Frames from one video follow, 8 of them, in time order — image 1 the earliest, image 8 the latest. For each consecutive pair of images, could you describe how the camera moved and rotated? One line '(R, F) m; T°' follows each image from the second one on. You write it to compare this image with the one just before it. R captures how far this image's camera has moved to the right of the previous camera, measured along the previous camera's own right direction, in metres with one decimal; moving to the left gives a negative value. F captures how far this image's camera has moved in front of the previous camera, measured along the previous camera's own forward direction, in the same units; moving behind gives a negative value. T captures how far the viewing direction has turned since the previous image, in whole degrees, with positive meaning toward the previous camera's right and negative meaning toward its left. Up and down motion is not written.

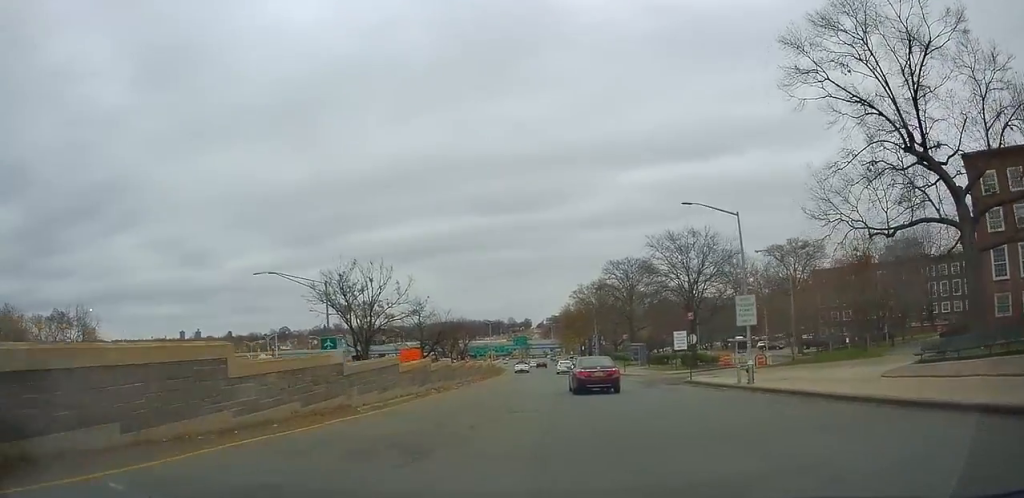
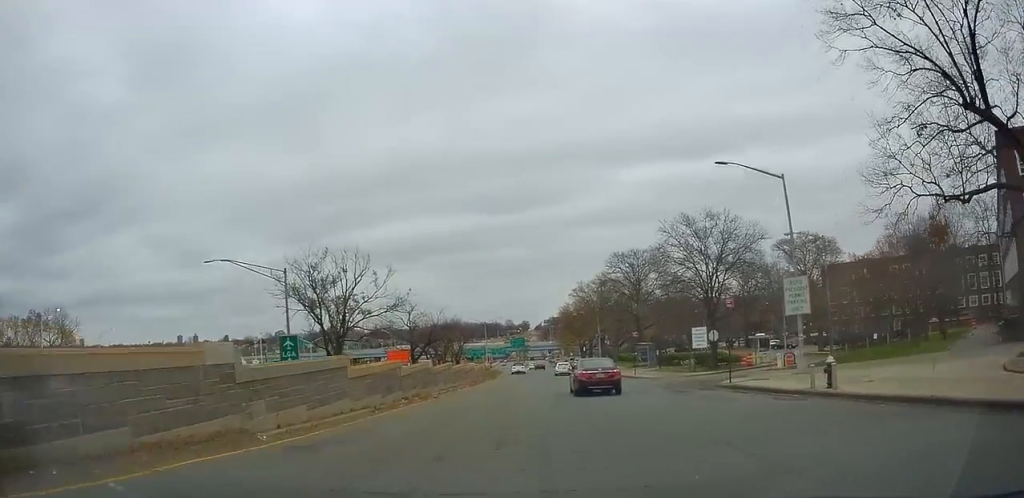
(0.0, +6.5) m; 0°
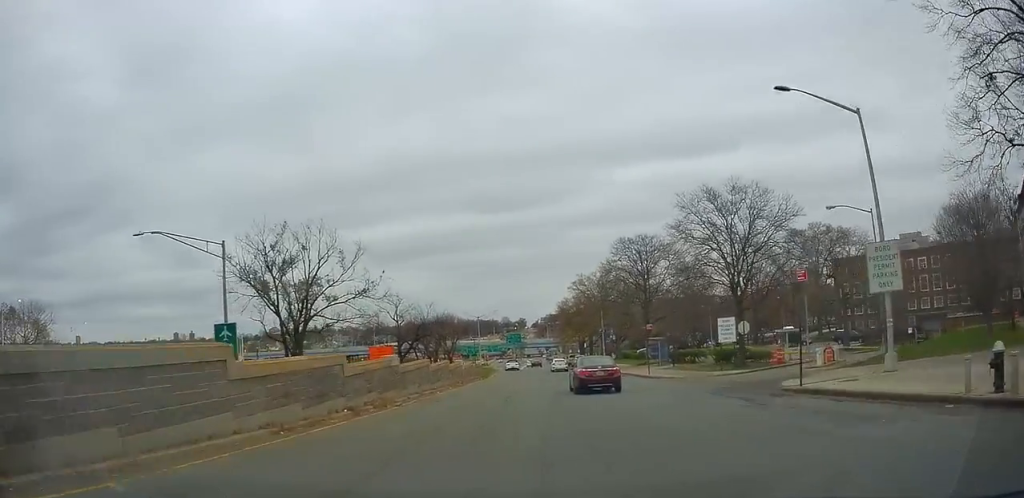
(-0.1, +7.2) m; +1°
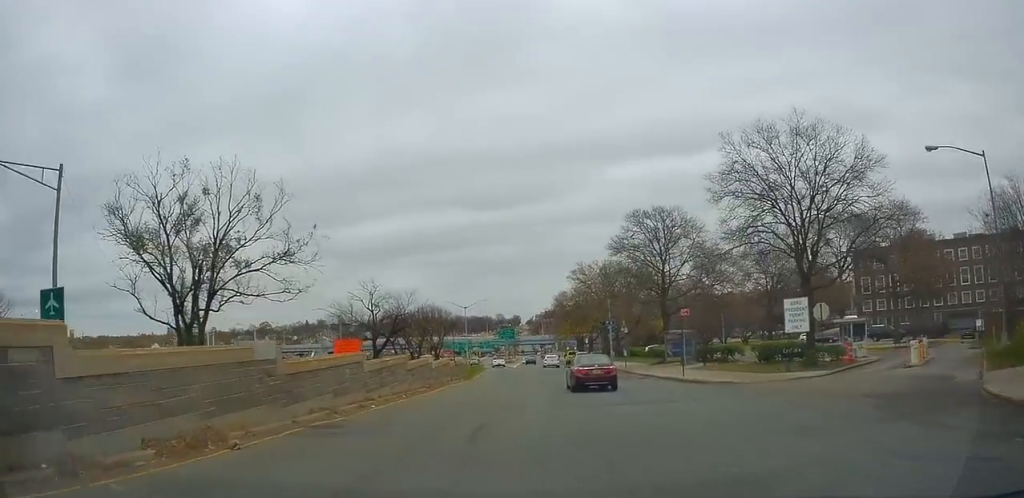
(+0.3, +11.6) m; 0°
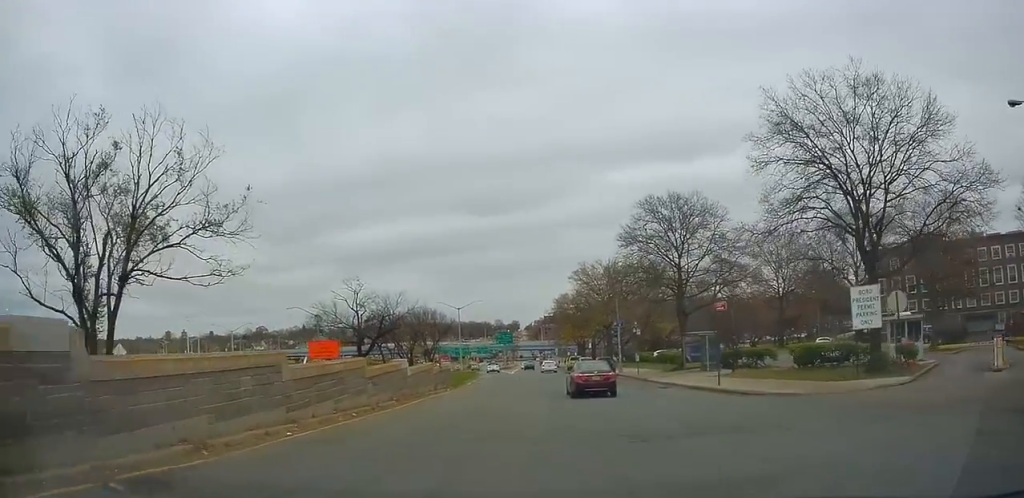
(0.0, +6.7) m; 0°
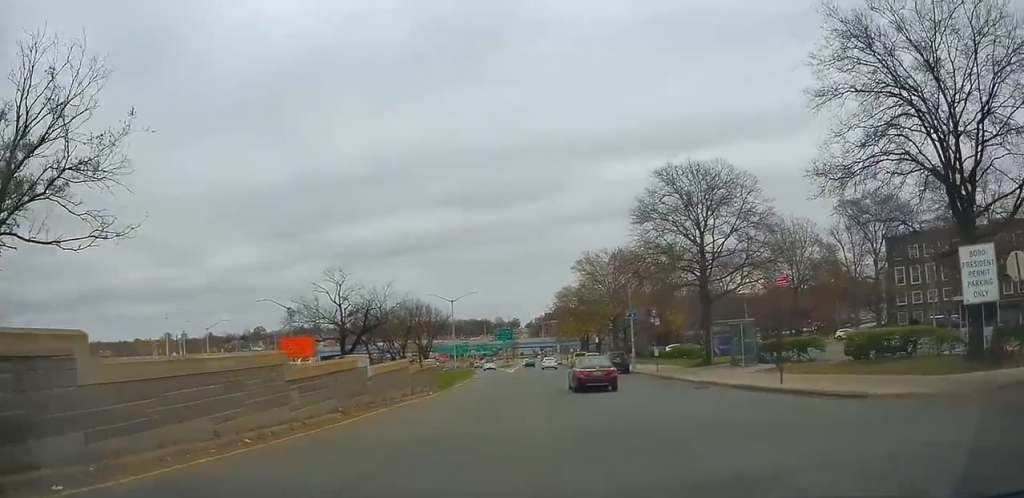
(-0.3, +7.1) m; 0°
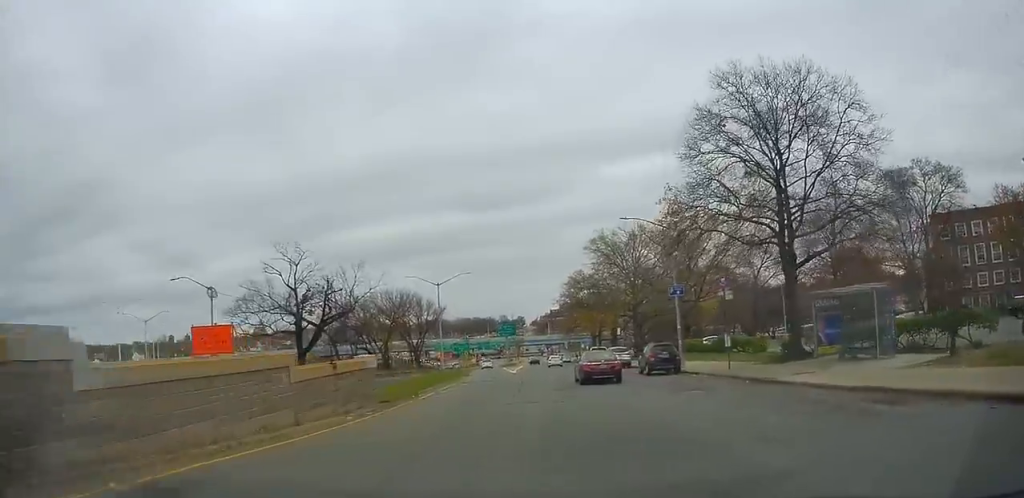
(+0.5, +14.3) m; +2°
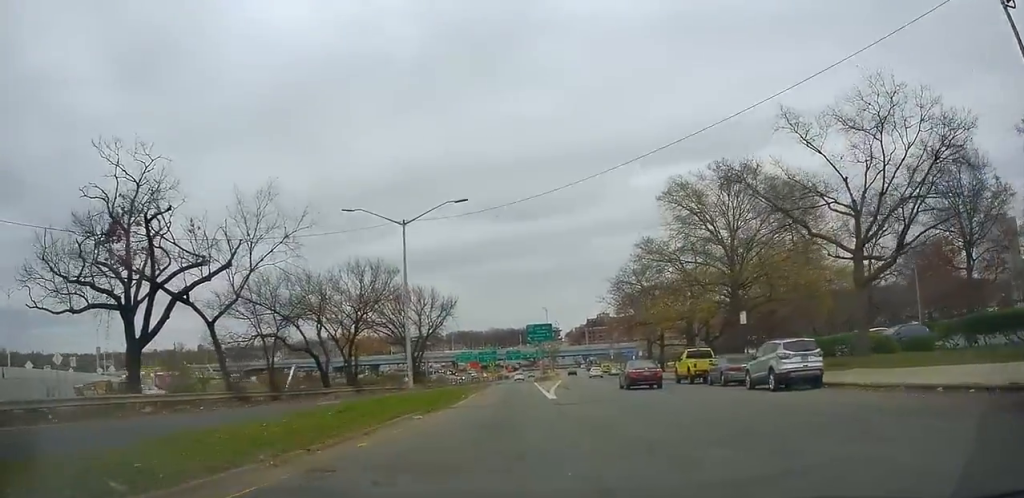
(-0.9, +26.3) m; -5°
